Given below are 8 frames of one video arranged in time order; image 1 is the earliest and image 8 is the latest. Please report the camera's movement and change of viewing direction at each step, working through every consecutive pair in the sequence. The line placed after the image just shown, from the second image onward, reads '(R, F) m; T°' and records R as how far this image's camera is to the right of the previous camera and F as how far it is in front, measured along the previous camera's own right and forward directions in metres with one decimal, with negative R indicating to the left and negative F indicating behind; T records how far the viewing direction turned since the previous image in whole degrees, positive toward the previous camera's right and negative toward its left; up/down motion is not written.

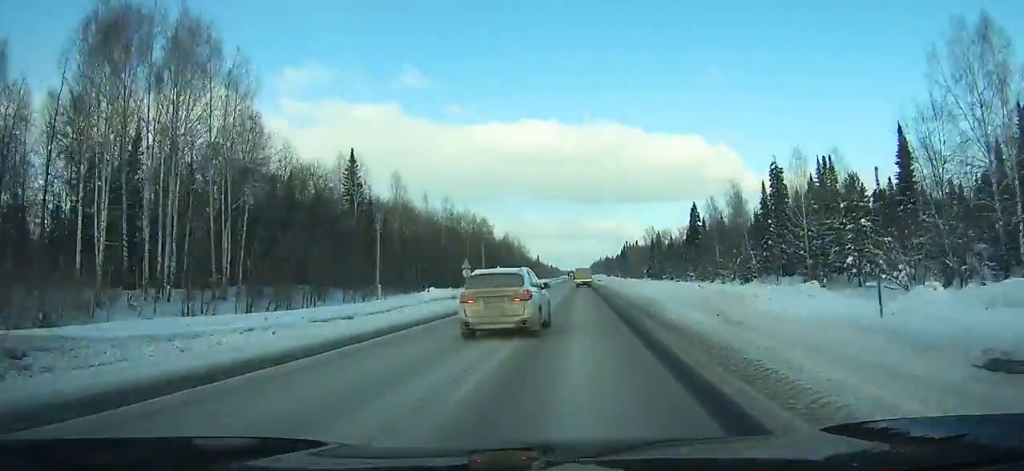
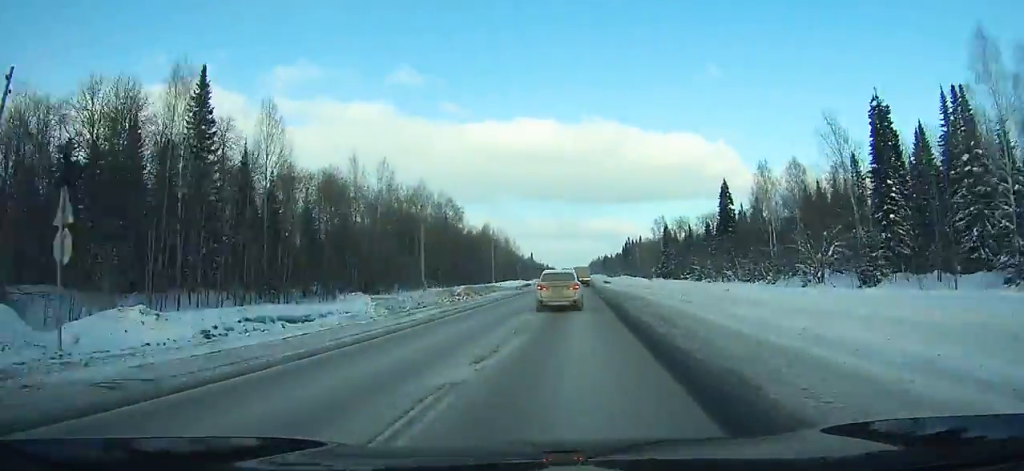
(-0.2, +39.9) m; 0°
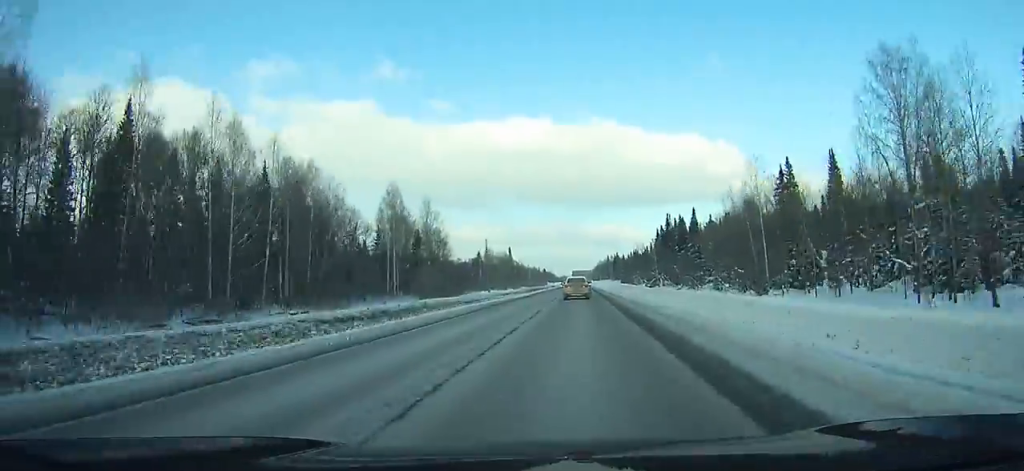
(+0.8, +170.0) m; 0°
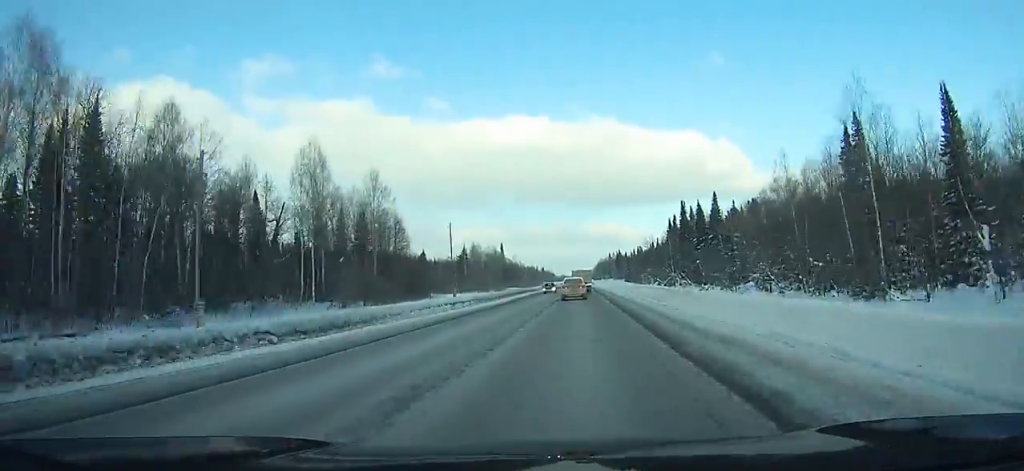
(+0.1, +32.9) m; 0°
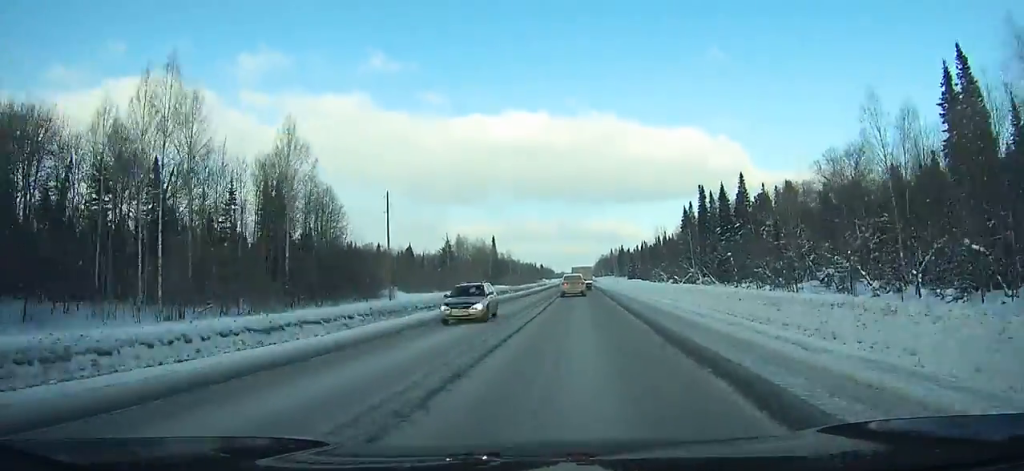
(+0.1, +28.1) m; 0°
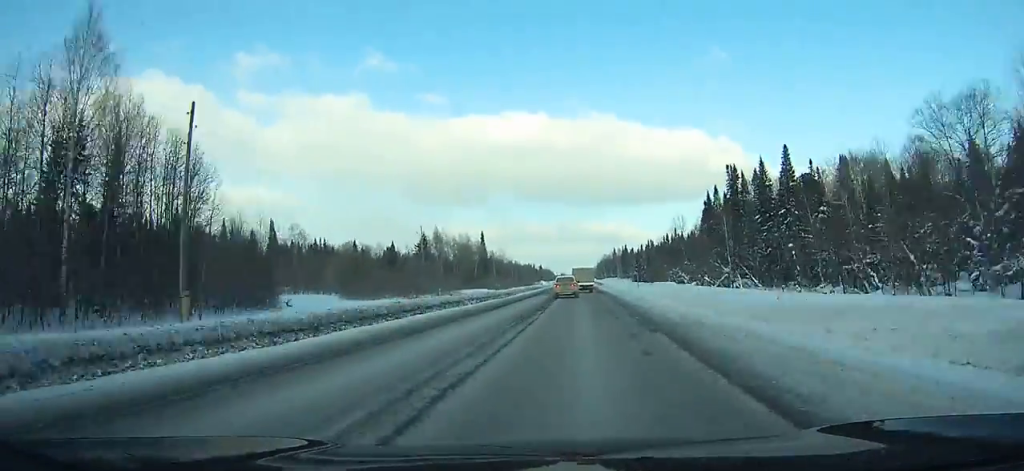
(-0.4, +30.0) m; 0°
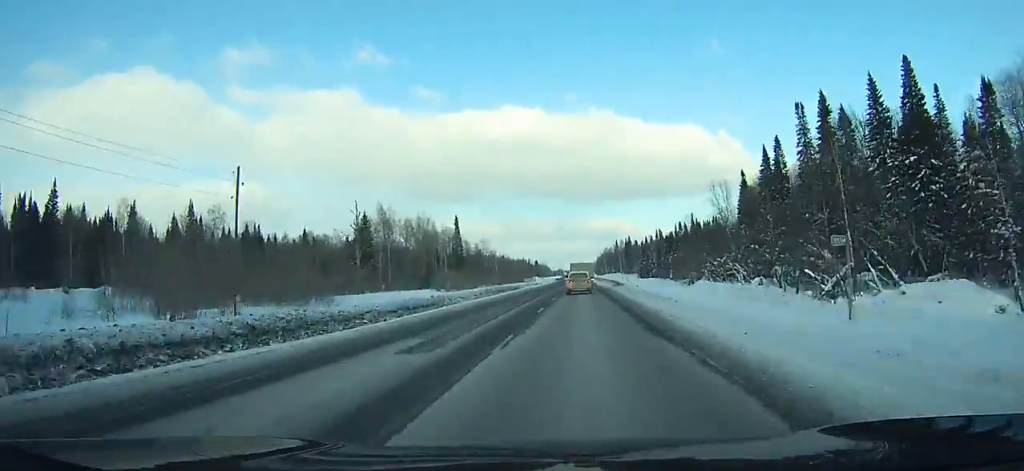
(-0.3, +45.7) m; 0°
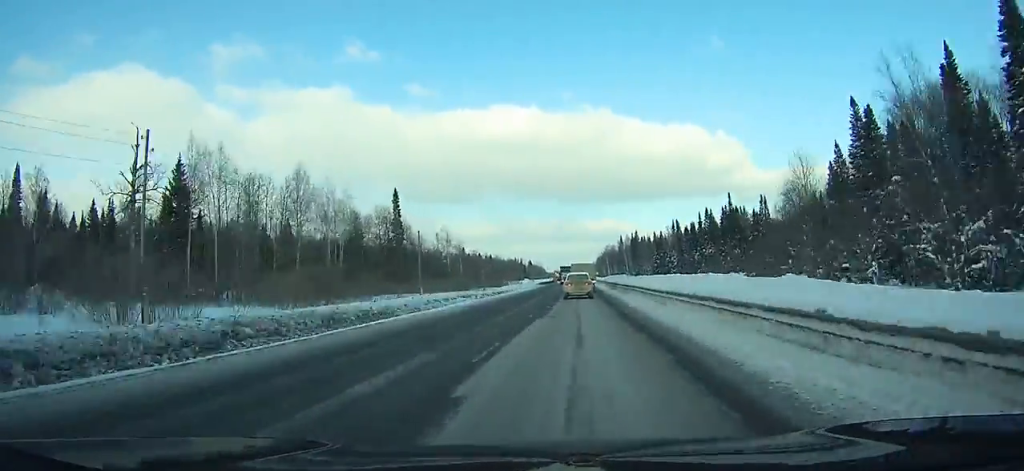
(+0.4, +60.0) m; +1°
